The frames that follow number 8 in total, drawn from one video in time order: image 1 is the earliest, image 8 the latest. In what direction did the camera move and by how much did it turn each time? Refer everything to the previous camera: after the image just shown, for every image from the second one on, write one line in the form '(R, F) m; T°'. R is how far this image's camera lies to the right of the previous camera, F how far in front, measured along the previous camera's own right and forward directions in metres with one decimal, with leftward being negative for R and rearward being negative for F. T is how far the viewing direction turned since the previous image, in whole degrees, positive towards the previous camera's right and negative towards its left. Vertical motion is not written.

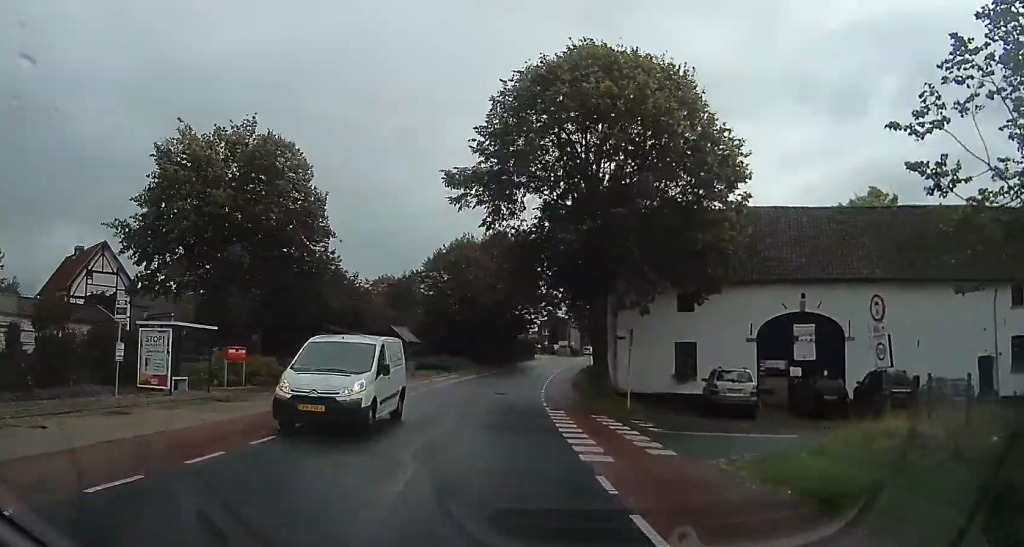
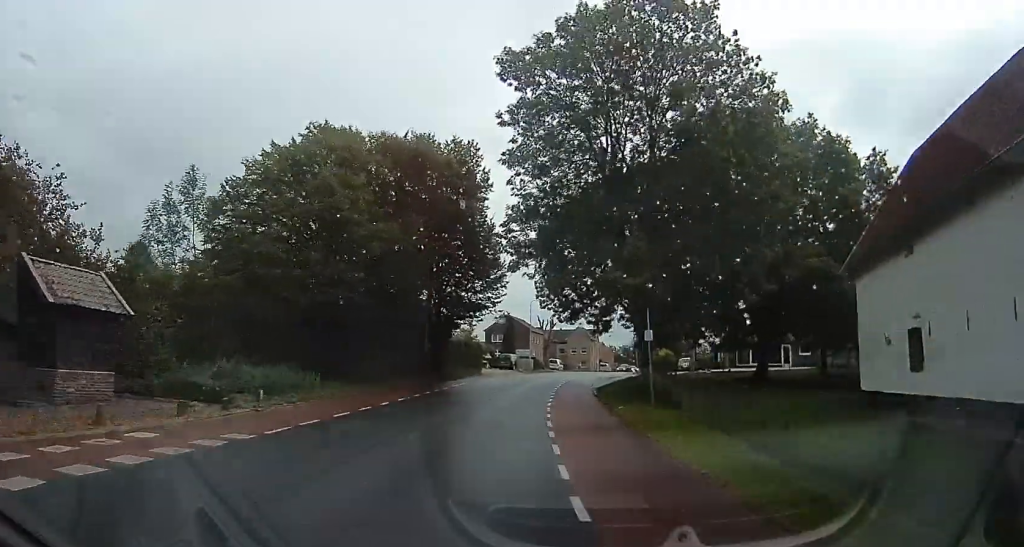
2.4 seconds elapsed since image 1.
(-0.1, +32.8) m; +6°
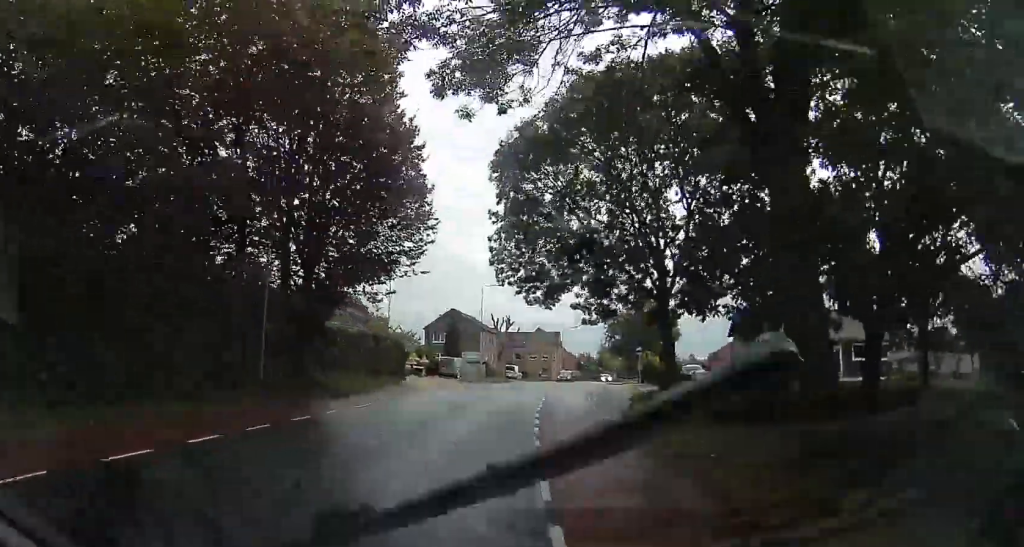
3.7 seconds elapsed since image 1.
(0.0, +17.8) m; -3°
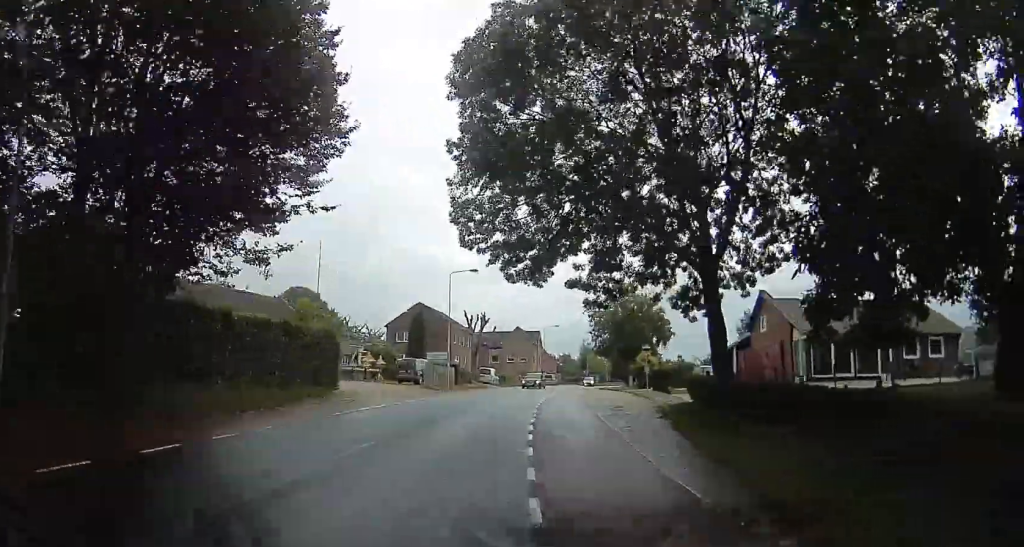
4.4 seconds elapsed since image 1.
(-0.1, +9.1) m; +3°
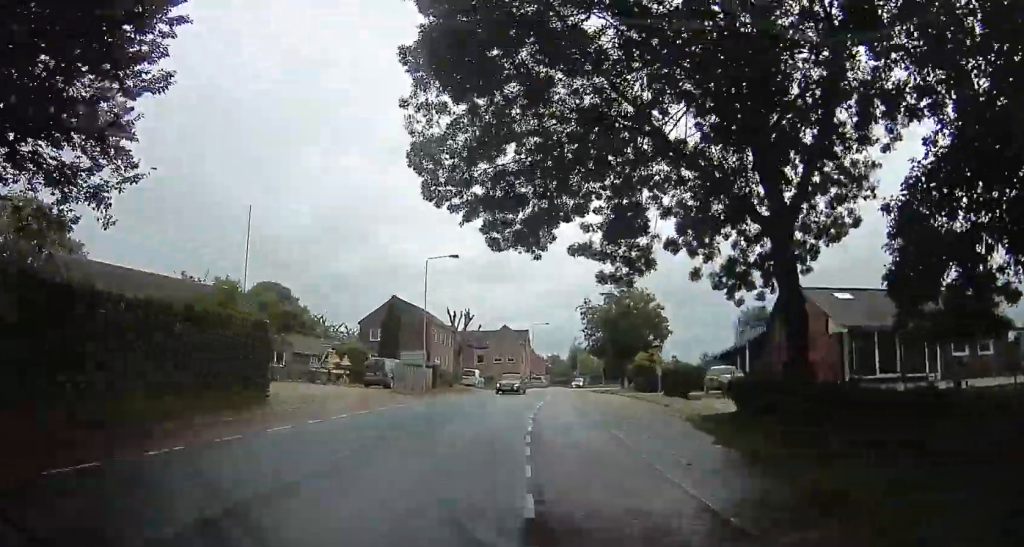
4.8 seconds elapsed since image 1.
(-0.3, +5.9) m; +3°
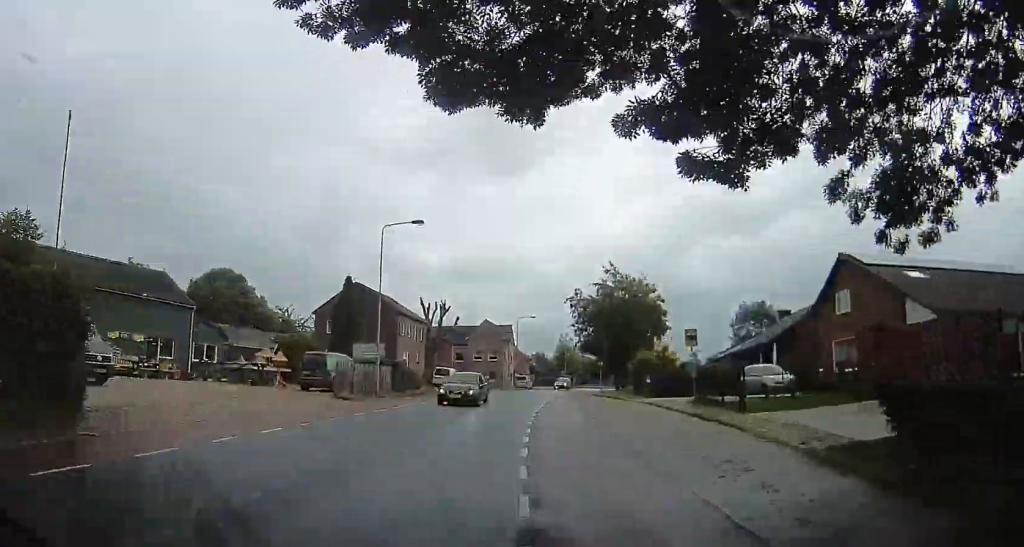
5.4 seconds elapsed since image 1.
(+0.8, +7.9) m; +4°
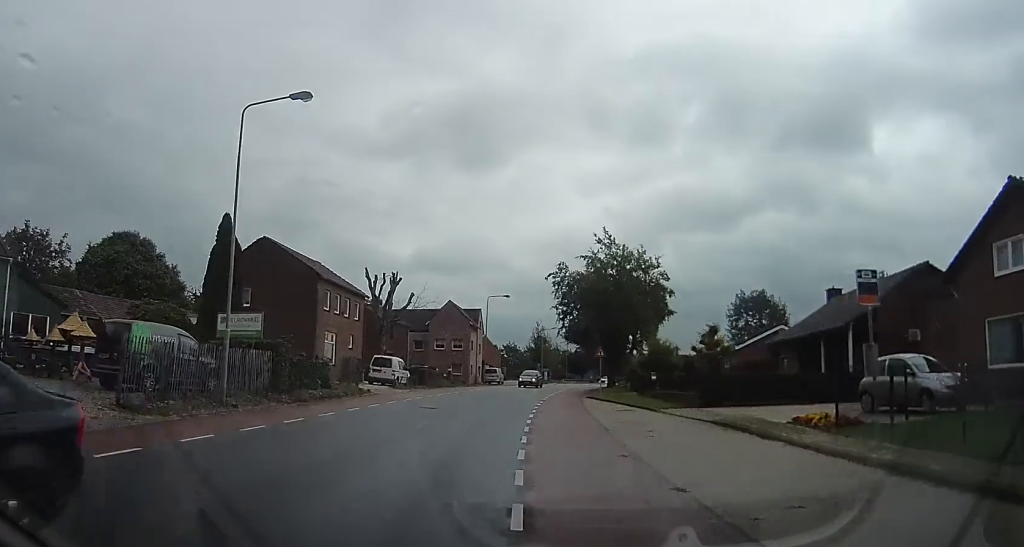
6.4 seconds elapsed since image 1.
(+0.5, +12.4) m; +3°
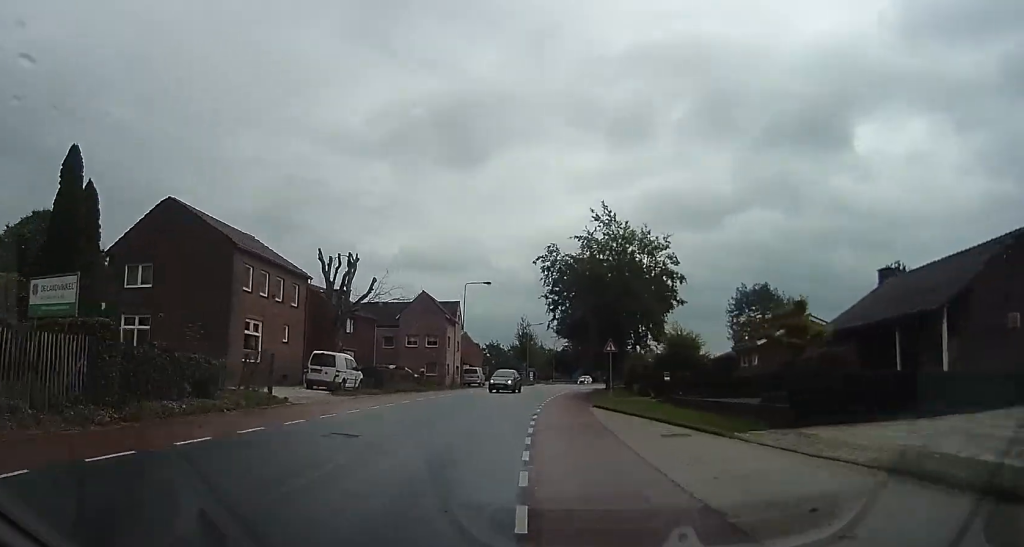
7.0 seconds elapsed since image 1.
(0.0, +8.0) m; +1°
